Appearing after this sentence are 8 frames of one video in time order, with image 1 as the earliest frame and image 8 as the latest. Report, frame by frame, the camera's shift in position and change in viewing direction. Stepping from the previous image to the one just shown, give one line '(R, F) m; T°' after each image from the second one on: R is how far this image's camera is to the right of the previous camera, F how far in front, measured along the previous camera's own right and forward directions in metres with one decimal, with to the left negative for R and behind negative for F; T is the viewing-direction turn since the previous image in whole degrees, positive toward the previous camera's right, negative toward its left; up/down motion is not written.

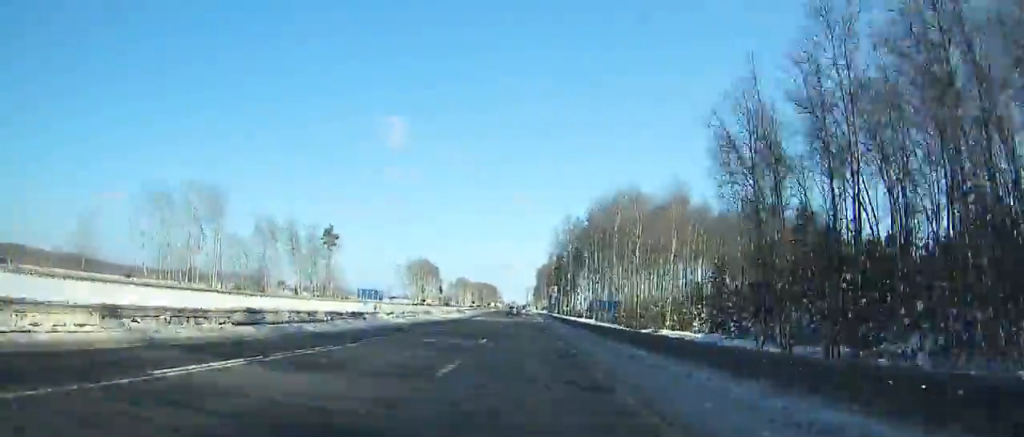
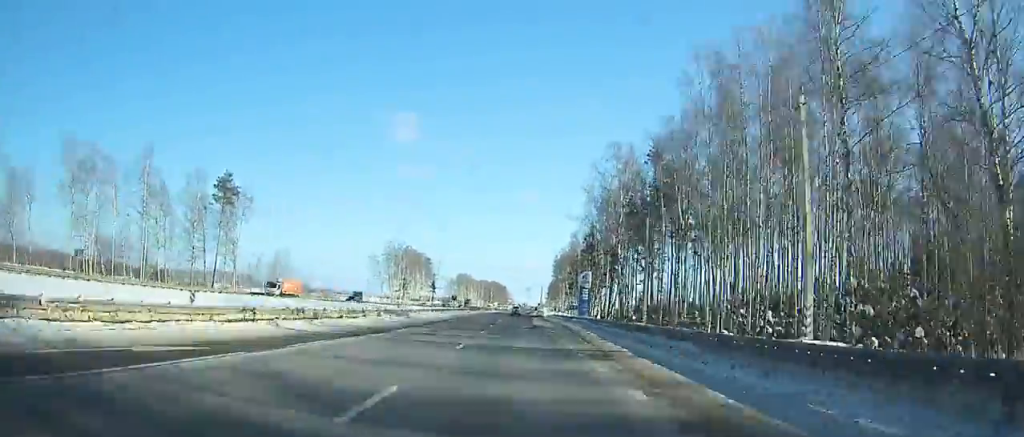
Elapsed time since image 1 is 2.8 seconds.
(-0.9, +65.3) m; -1°
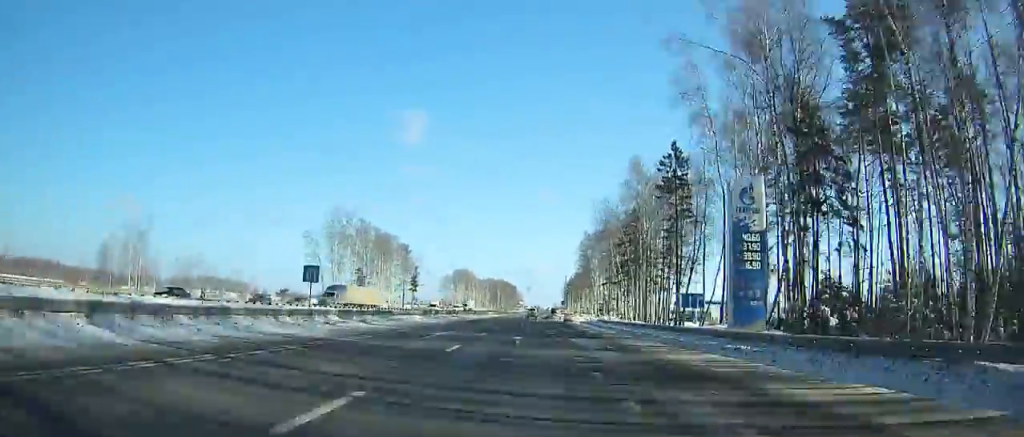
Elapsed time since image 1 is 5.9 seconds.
(-0.9, +72.9) m; -1°
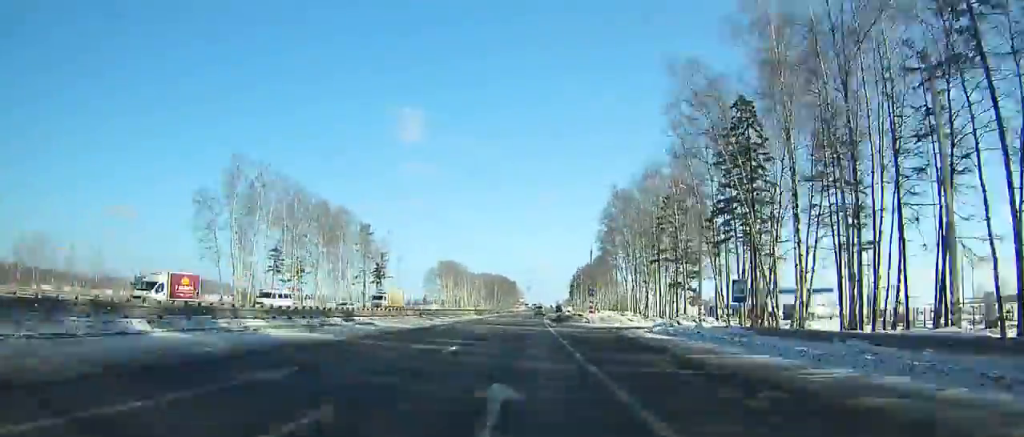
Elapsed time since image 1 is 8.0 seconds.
(-0.1, +49.8) m; 0°
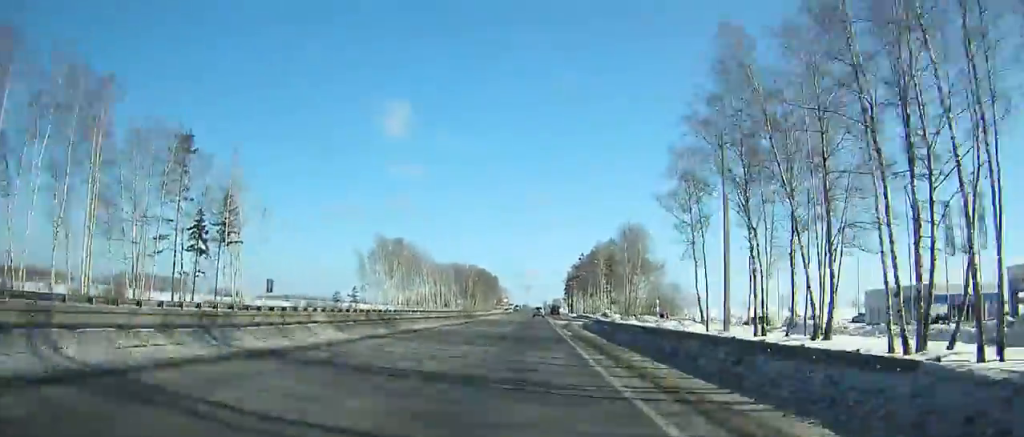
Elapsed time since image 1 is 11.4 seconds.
(+1.2, +81.3) m; +1°
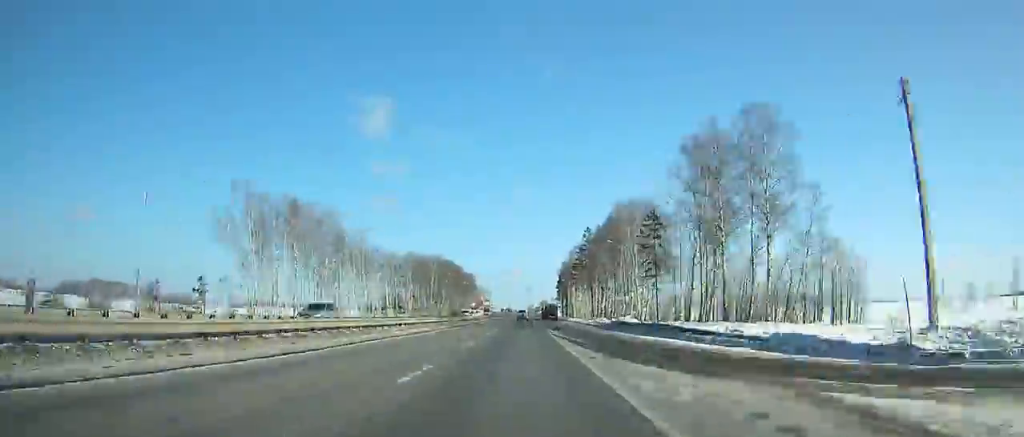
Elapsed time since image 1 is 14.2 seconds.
(+0.6, +67.3) m; 0°
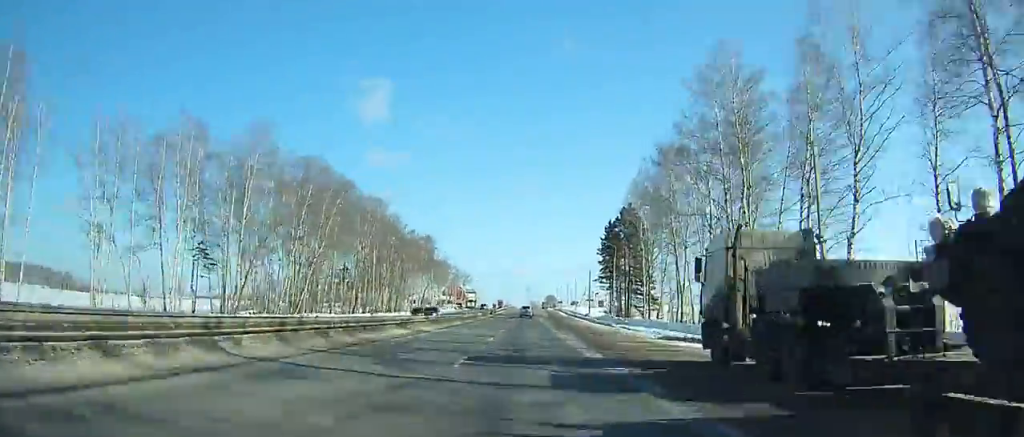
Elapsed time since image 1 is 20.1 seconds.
(-0.4, +142.1) m; 0°
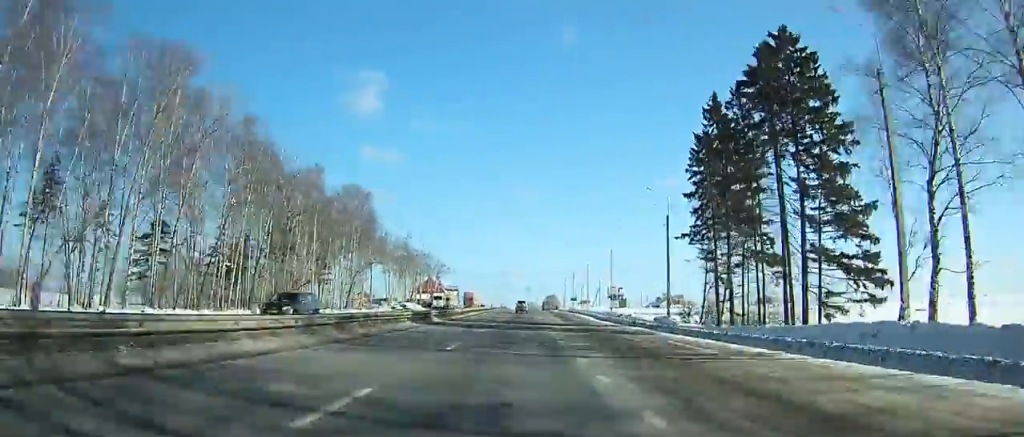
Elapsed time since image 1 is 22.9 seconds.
(+0.3, +67.2) m; 0°
